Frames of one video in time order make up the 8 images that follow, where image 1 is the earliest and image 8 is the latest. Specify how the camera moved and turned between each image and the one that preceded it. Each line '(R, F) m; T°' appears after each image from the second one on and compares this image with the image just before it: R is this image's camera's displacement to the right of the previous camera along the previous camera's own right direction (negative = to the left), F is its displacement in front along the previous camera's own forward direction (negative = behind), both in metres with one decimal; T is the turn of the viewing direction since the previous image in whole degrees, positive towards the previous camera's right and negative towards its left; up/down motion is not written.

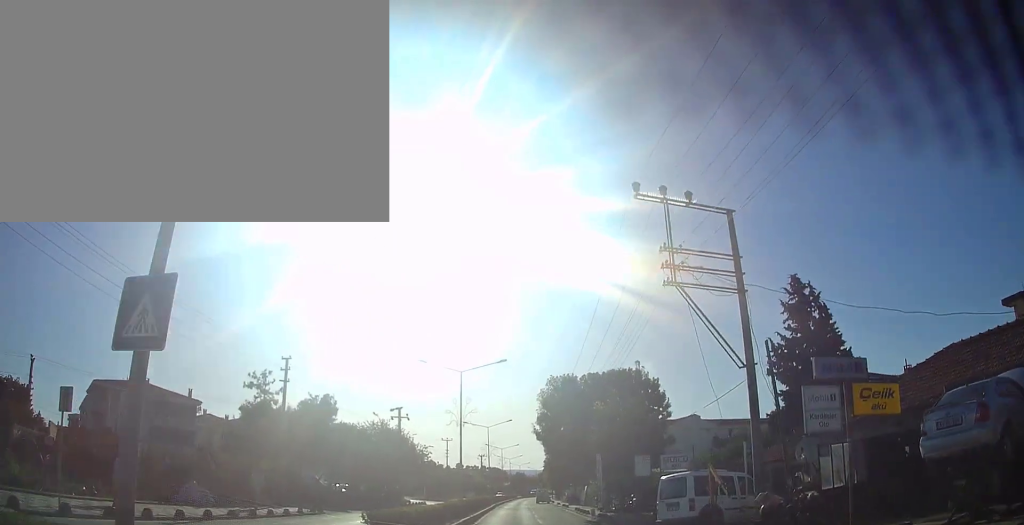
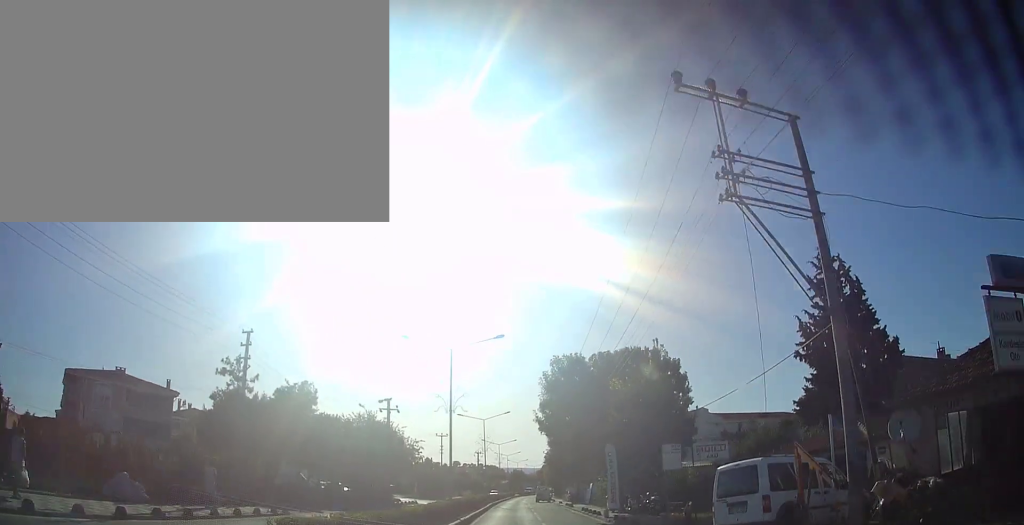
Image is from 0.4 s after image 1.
(-0.1, +4.5) m; 0°
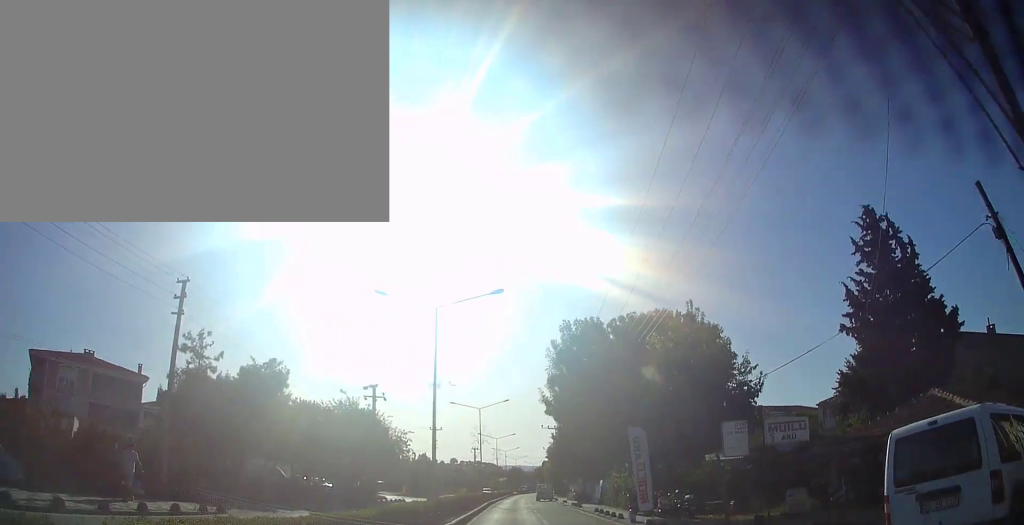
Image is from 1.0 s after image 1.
(+0.1, +6.6) m; +1°
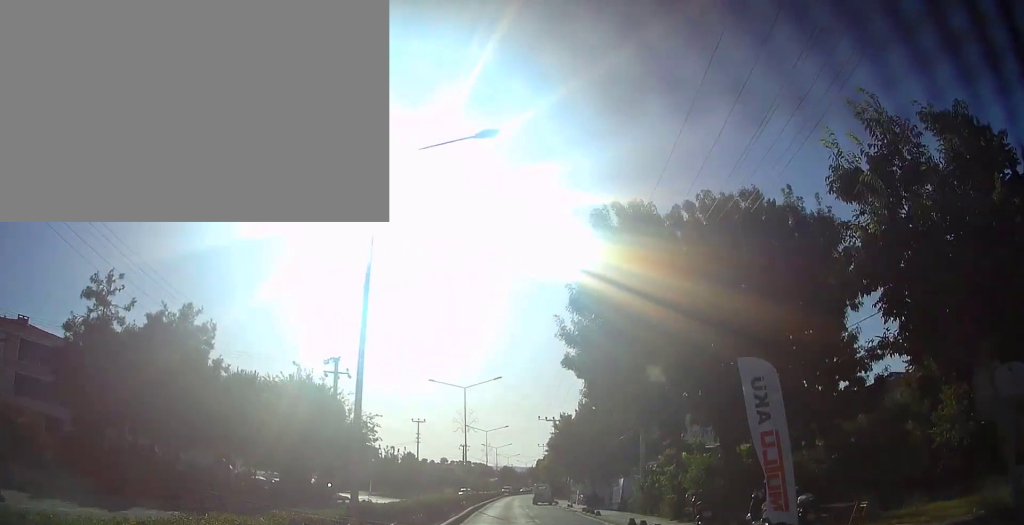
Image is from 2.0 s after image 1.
(+0.1, +10.6) m; +1°
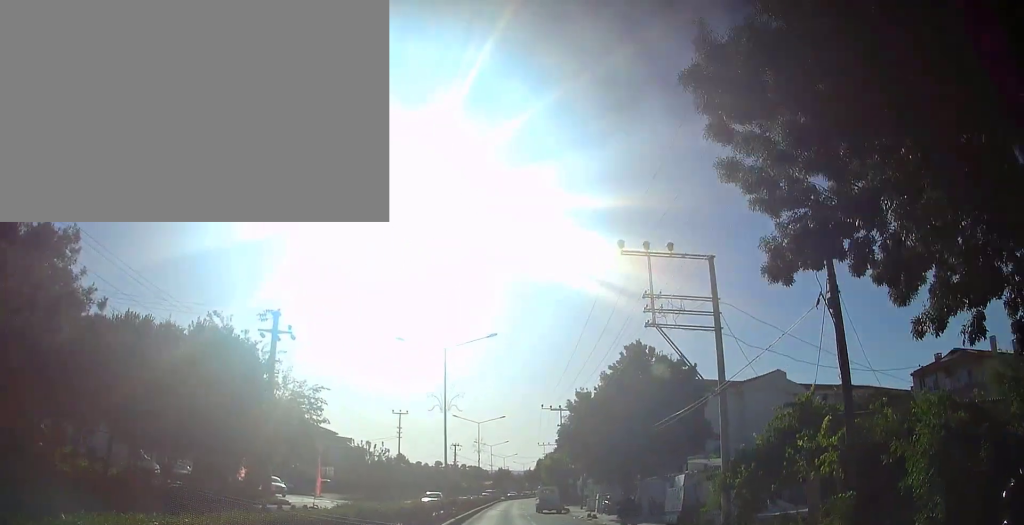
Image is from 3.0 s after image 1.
(0.0, +12.3) m; 0°
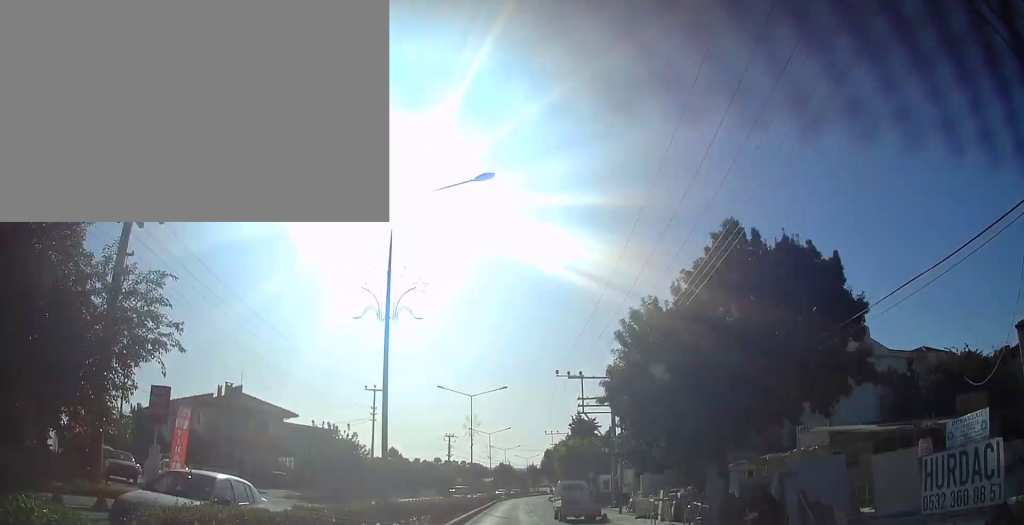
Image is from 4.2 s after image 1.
(0.0, +15.3) m; 0°
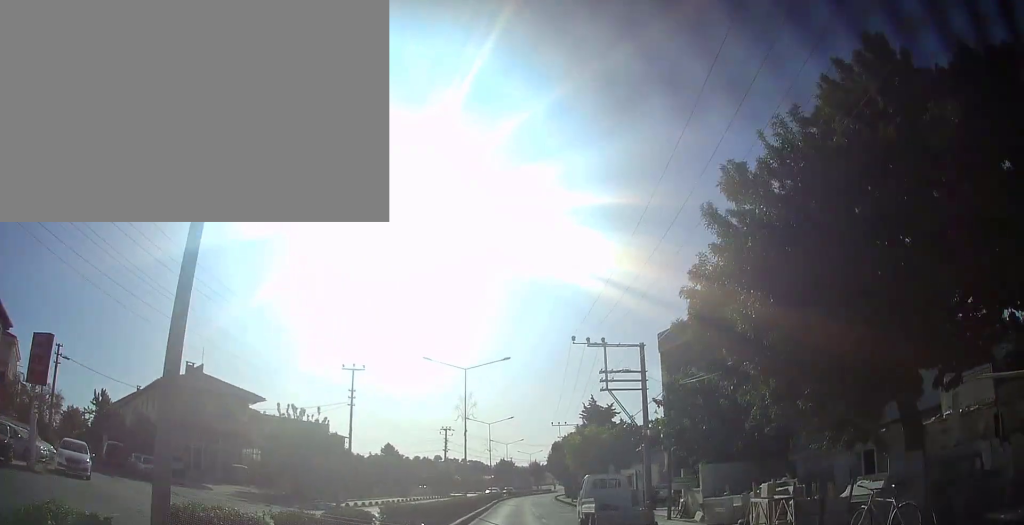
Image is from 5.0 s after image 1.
(0.0, +9.3) m; 0°
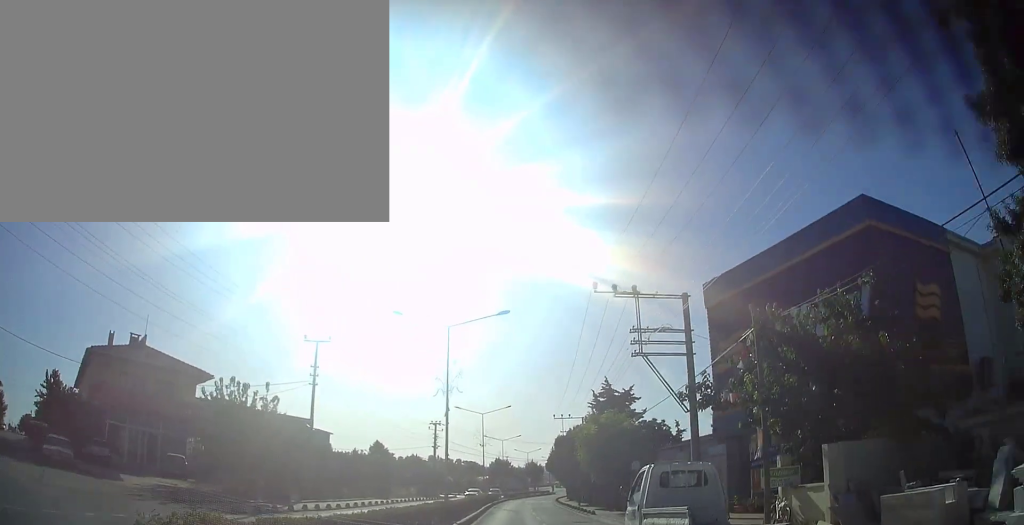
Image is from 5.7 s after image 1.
(0.0, +8.9) m; +1°
